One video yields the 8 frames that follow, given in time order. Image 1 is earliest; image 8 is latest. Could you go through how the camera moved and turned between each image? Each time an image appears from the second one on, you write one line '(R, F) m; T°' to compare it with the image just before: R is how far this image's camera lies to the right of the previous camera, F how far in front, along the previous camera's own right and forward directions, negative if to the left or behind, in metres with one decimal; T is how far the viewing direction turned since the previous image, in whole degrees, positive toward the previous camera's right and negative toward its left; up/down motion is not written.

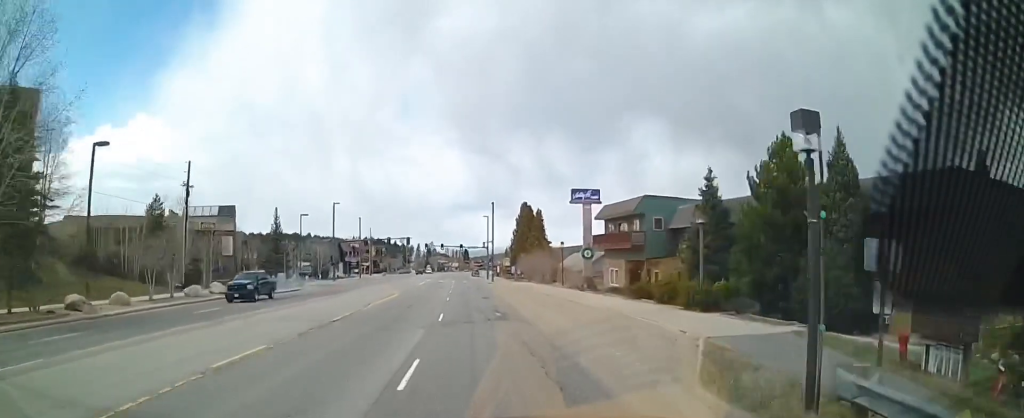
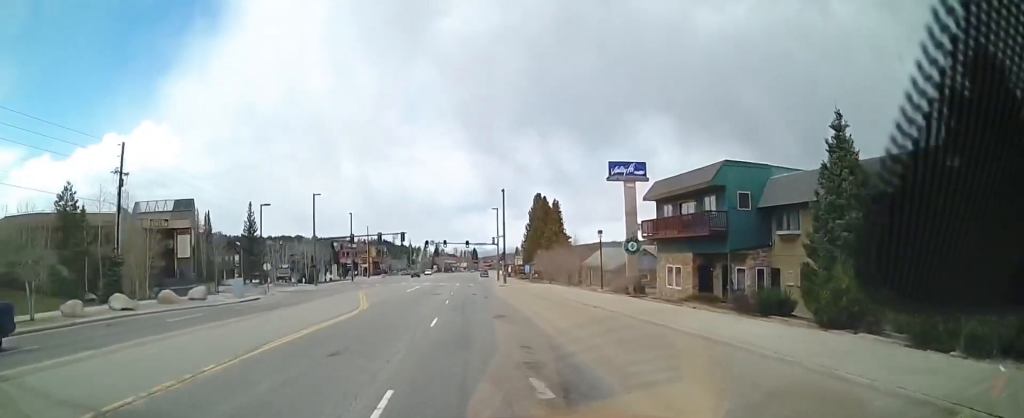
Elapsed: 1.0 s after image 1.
(-0.6, +14.8) m; -3°
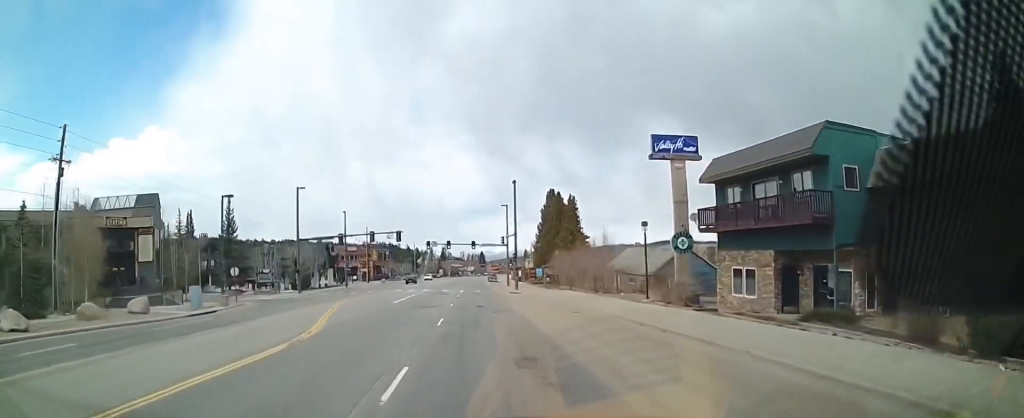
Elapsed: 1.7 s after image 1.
(-0.1, +10.1) m; 0°
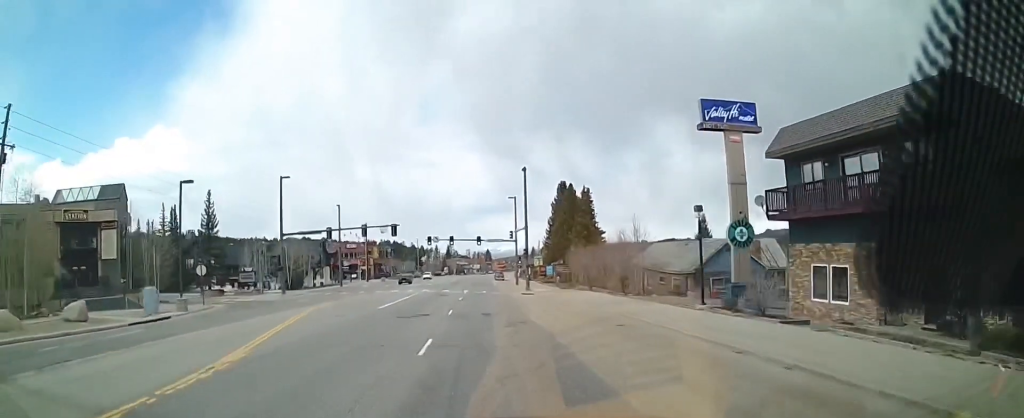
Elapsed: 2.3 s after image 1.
(-0.1, +7.7) m; +1°
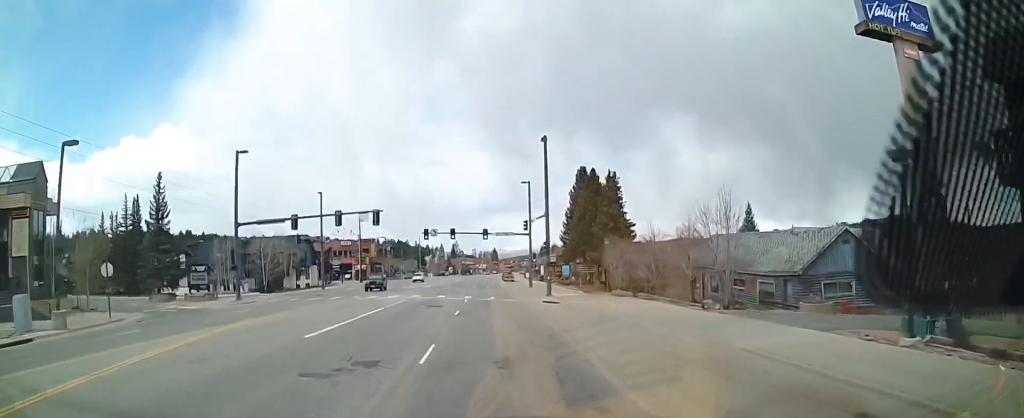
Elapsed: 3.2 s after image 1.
(+0.2, +13.6) m; +1°
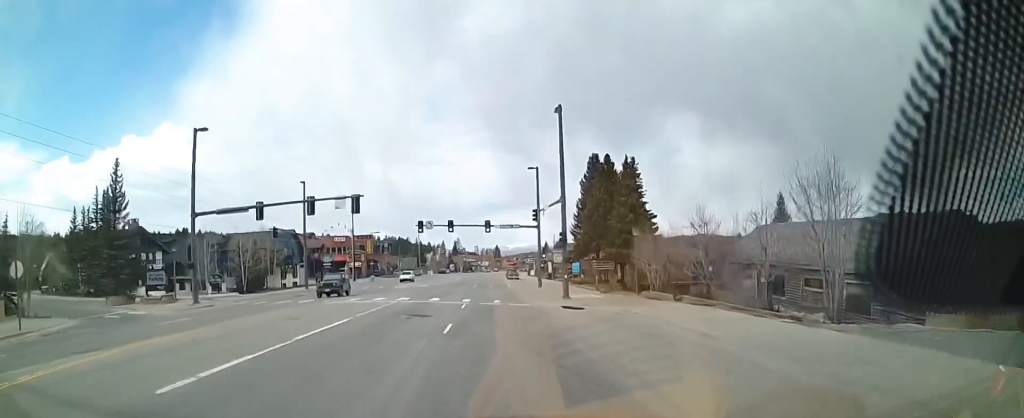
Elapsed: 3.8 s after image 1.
(0.0, +8.2) m; 0°
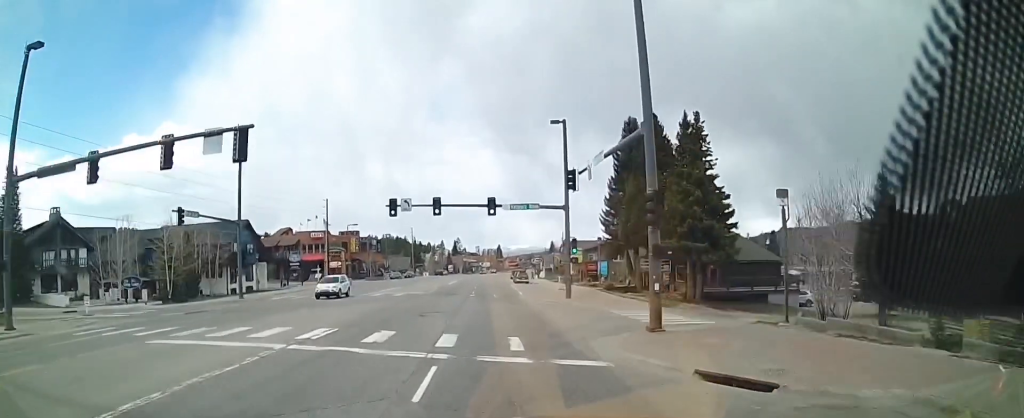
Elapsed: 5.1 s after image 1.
(-0.3, +18.9) m; -1°
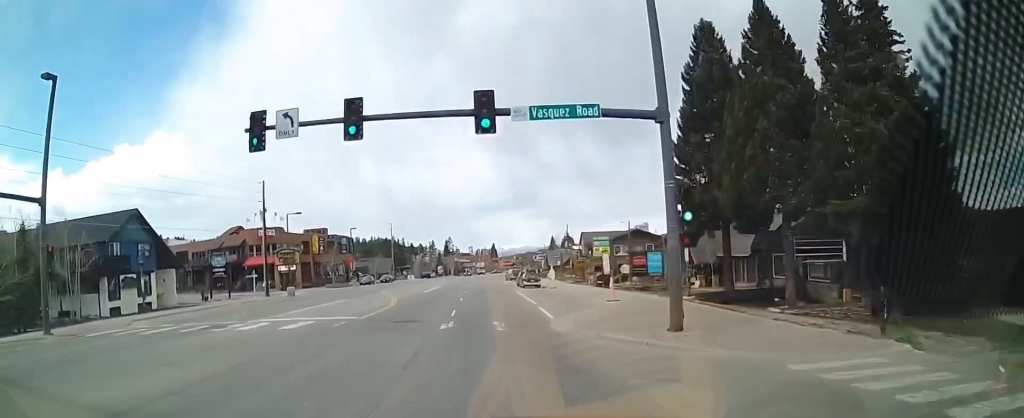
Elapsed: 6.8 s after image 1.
(+0.3, +23.2) m; +1°
